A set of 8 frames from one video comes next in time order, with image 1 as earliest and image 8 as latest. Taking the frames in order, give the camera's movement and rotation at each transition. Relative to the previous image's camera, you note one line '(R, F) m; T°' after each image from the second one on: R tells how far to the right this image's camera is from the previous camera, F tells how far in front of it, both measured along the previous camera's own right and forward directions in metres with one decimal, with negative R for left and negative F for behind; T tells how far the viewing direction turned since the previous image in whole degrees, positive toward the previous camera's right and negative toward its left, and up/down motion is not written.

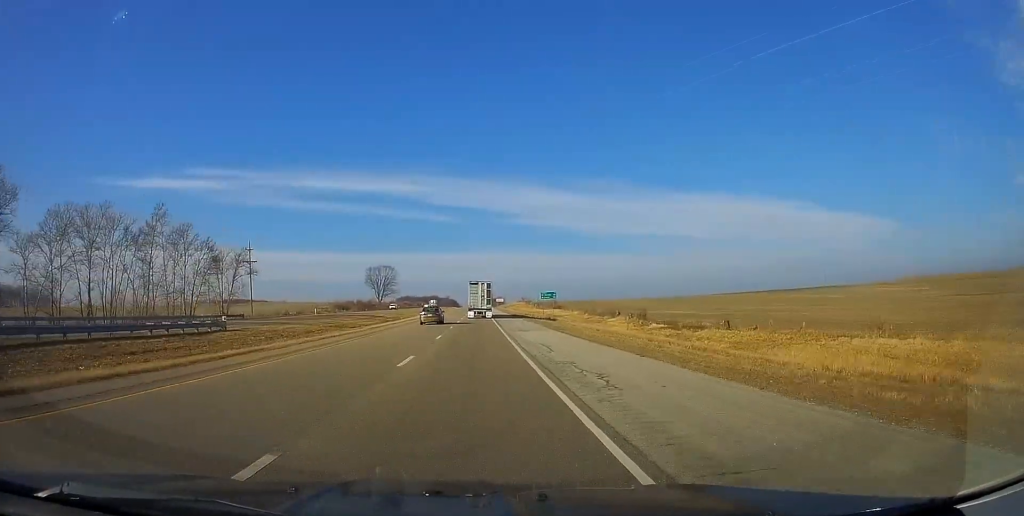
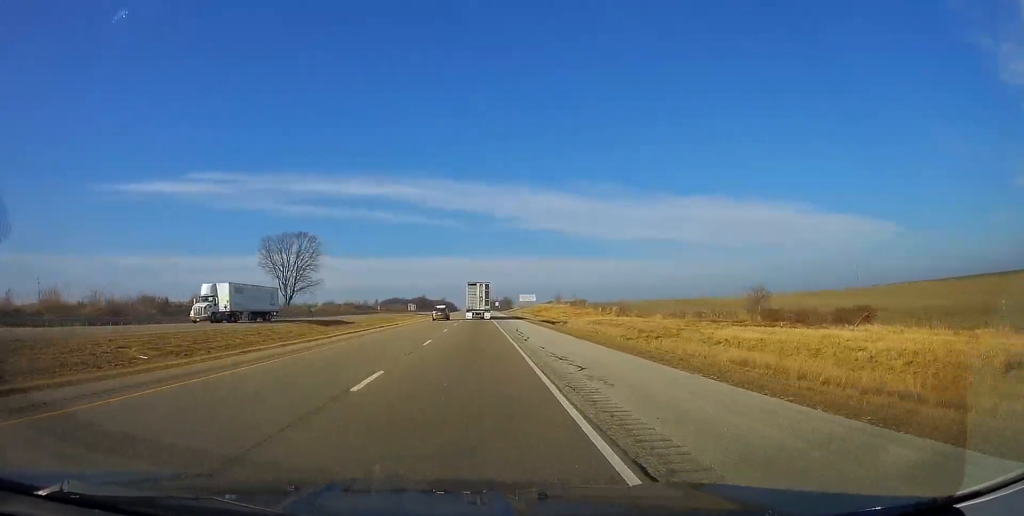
(0.0, +149.5) m; 0°
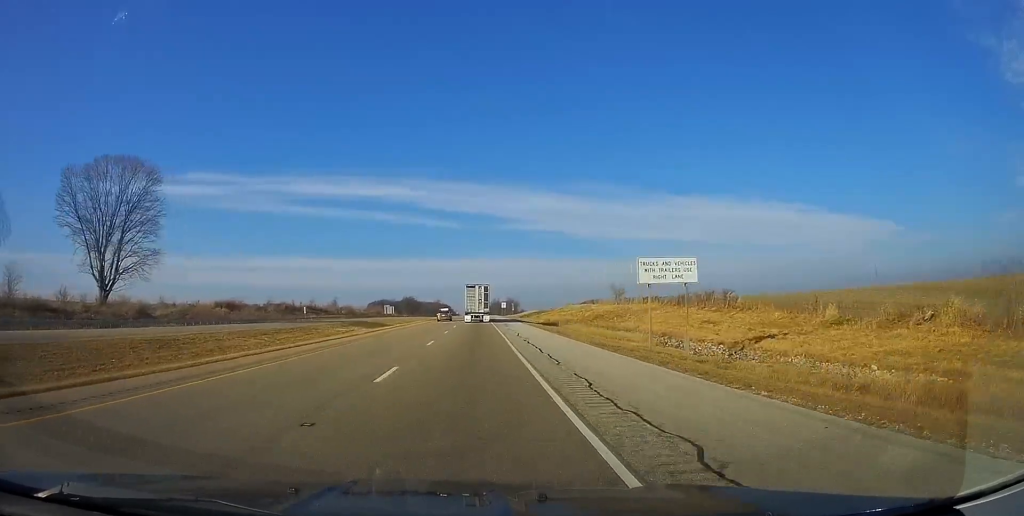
(0.0, +83.4) m; 0°
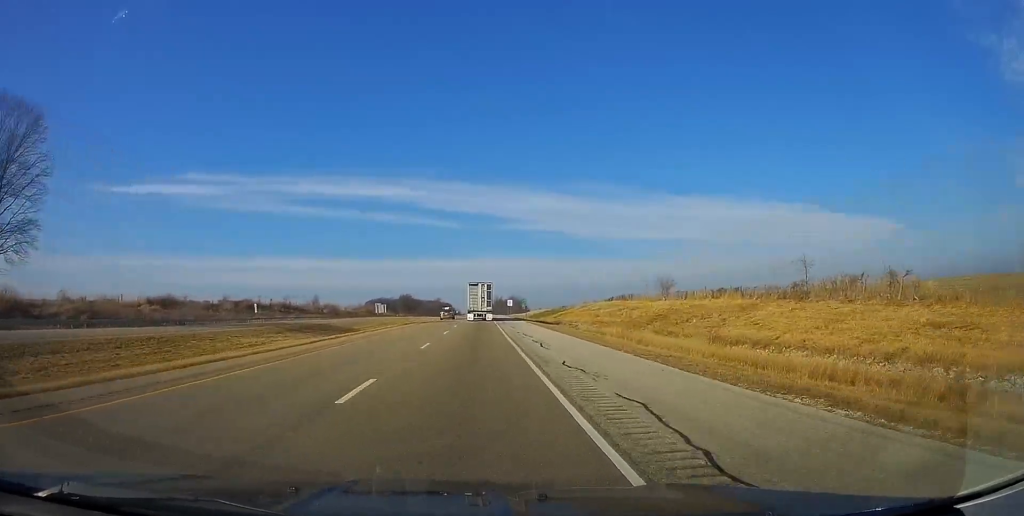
(0.0, +27.1) m; 0°
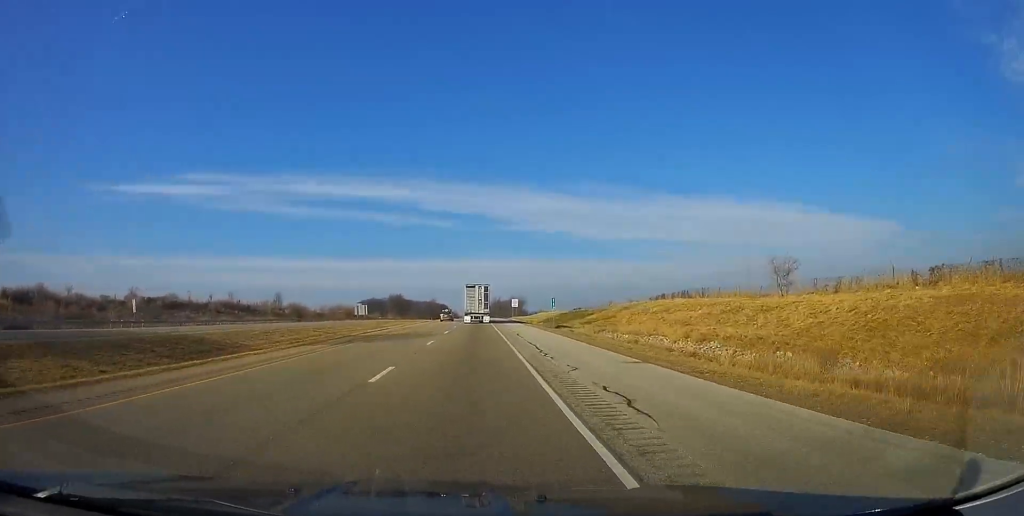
(0.0, +33.6) m; 0°
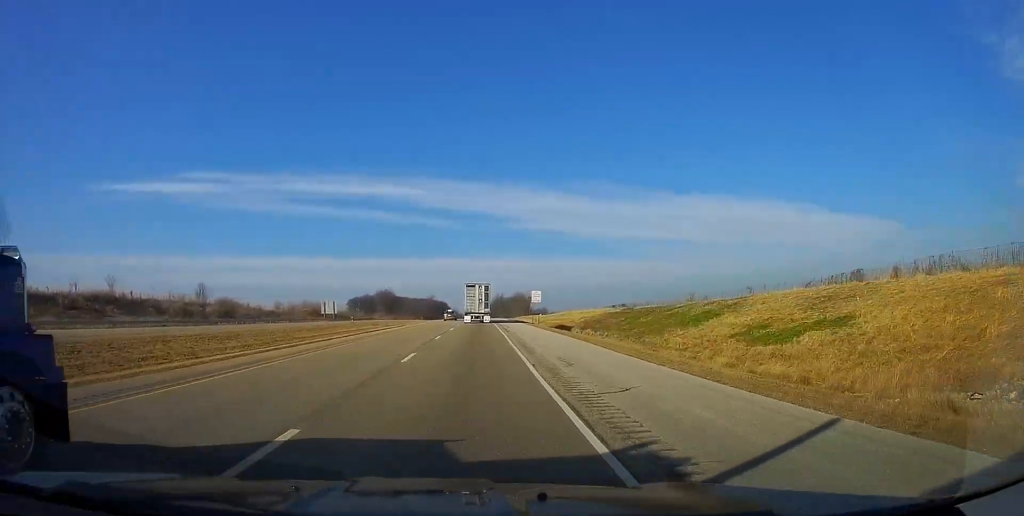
(0.0, +44.4) m; 0°
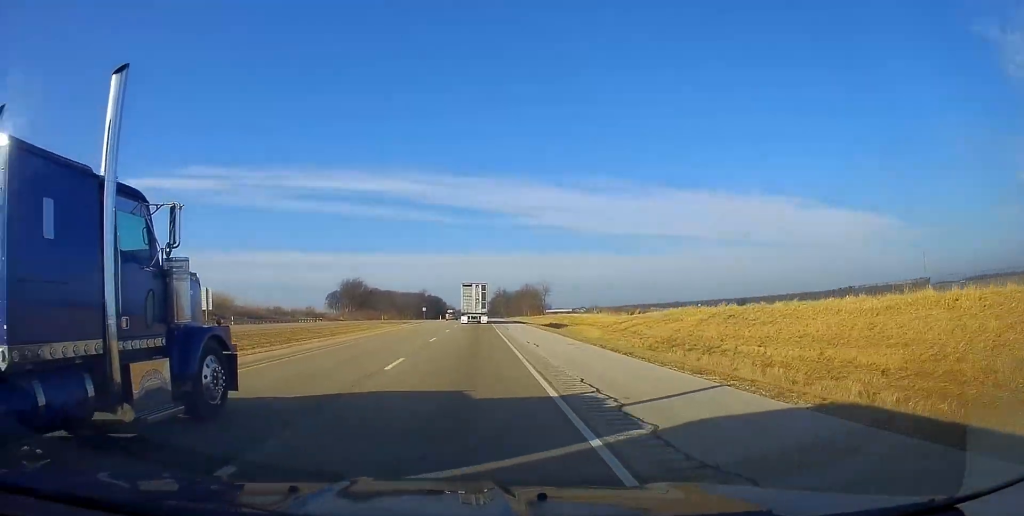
(0.0, +75.0) m; 0°
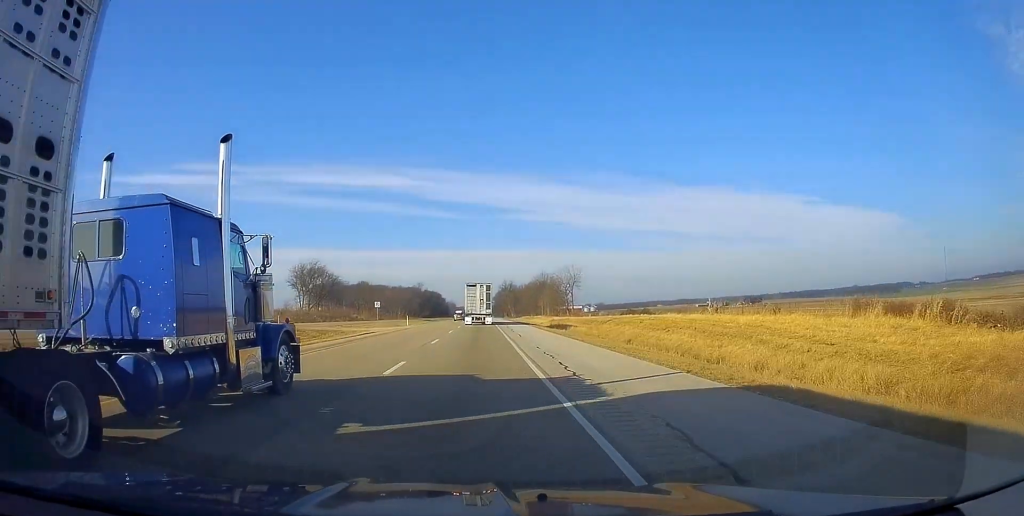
(0.0, +62.4) m; 0°
